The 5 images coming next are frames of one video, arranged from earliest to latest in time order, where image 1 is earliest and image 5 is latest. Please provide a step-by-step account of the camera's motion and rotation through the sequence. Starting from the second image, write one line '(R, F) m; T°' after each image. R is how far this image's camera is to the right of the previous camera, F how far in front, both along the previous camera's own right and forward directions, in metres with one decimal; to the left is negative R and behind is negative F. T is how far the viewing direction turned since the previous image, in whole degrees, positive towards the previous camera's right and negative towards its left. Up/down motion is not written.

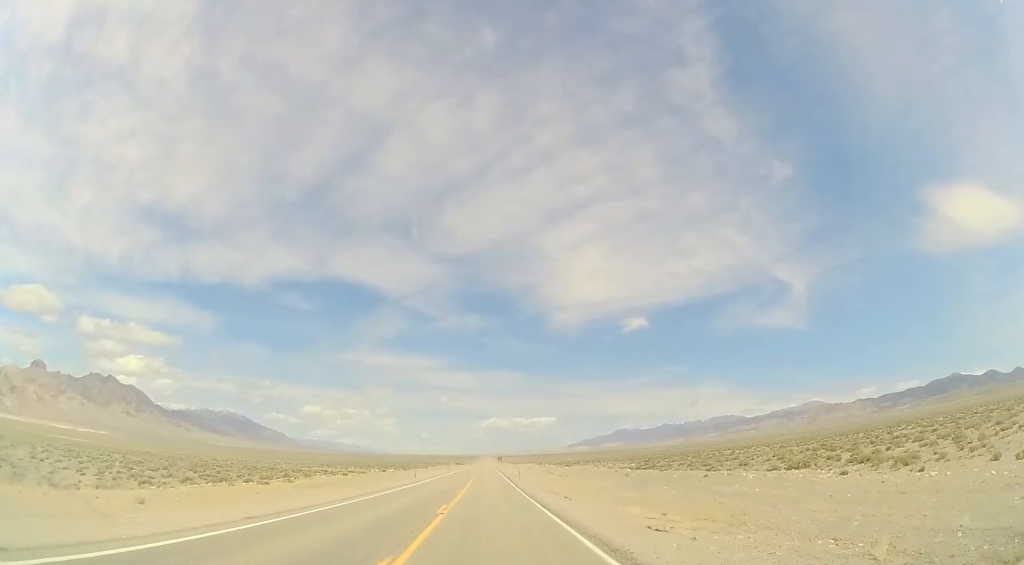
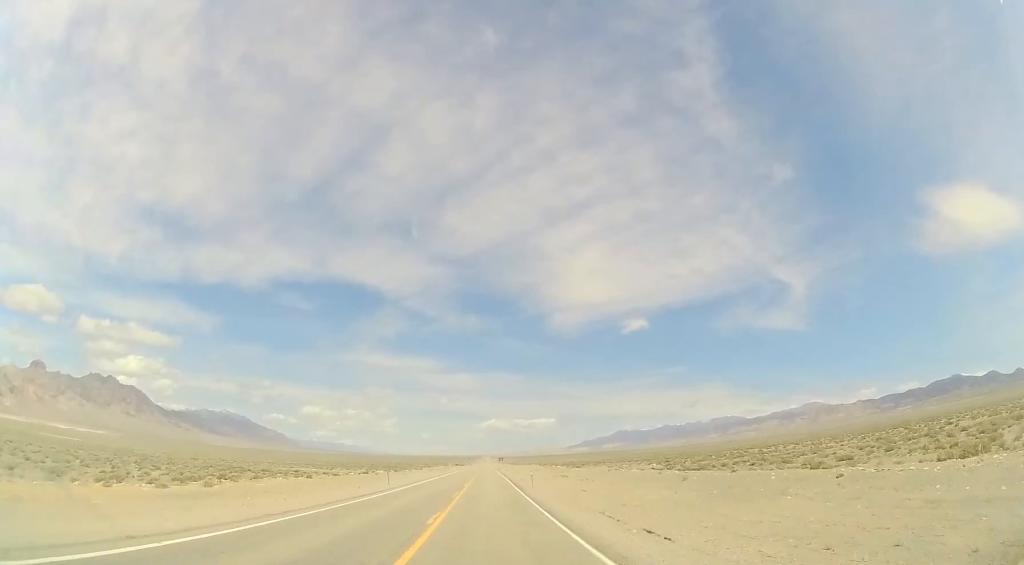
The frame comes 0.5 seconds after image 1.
(0.0, +15.0) m; 0°
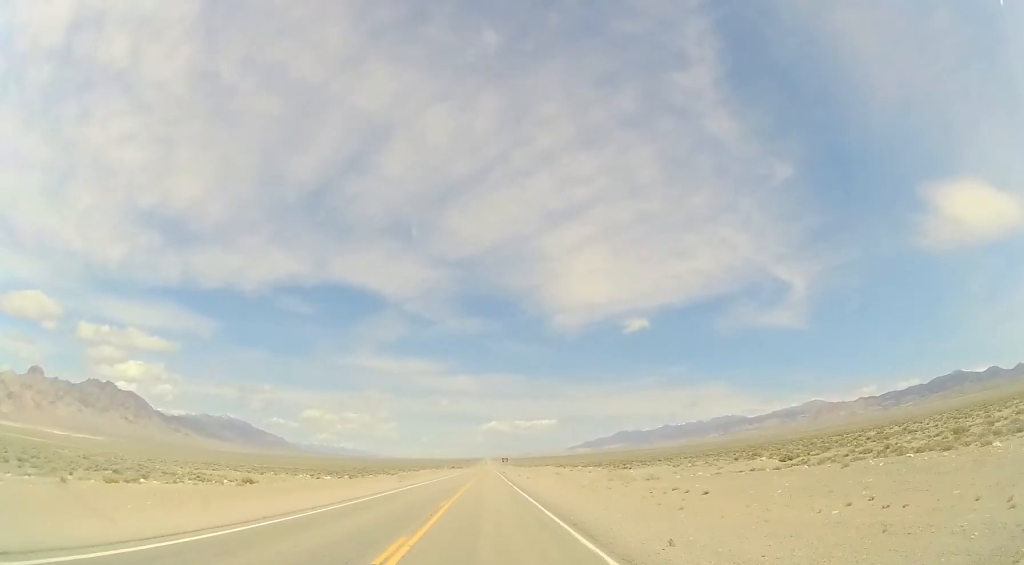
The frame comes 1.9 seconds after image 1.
(-0.5, +43.3) m; -1°
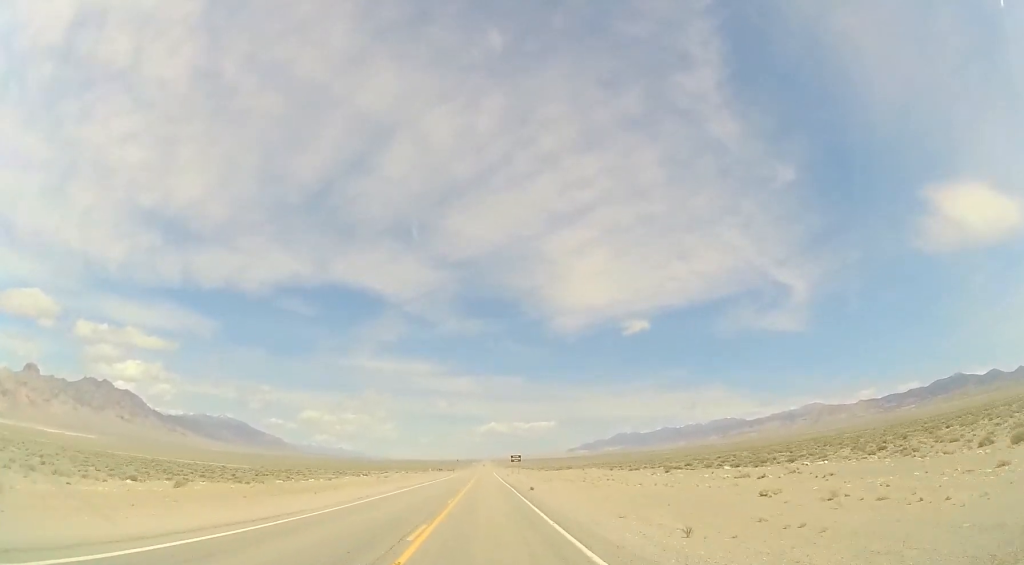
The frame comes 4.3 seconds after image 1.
(+0.4, +71.3) m; +1°
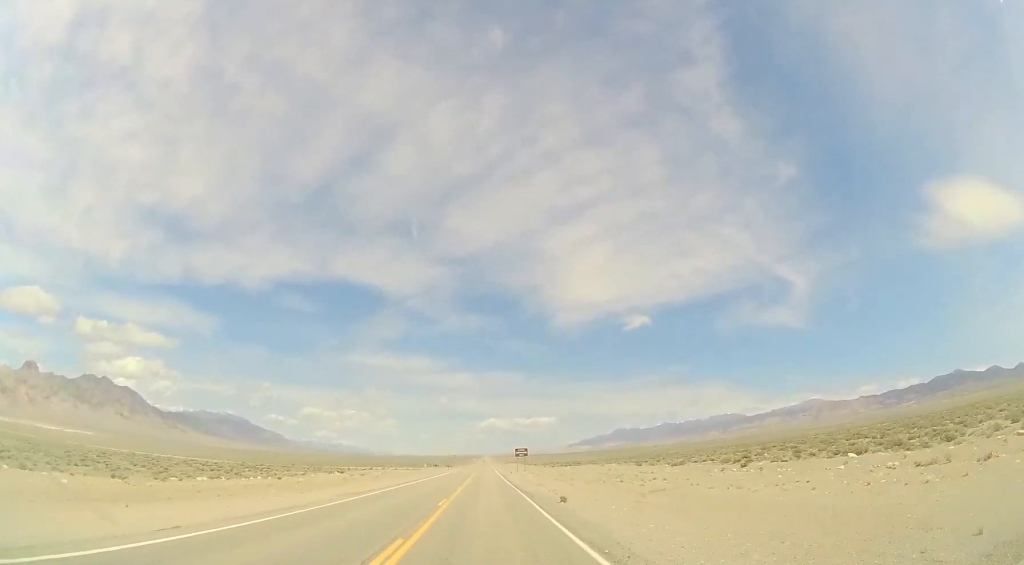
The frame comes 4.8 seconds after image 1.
(-0.2, +16.3) m; 0°
